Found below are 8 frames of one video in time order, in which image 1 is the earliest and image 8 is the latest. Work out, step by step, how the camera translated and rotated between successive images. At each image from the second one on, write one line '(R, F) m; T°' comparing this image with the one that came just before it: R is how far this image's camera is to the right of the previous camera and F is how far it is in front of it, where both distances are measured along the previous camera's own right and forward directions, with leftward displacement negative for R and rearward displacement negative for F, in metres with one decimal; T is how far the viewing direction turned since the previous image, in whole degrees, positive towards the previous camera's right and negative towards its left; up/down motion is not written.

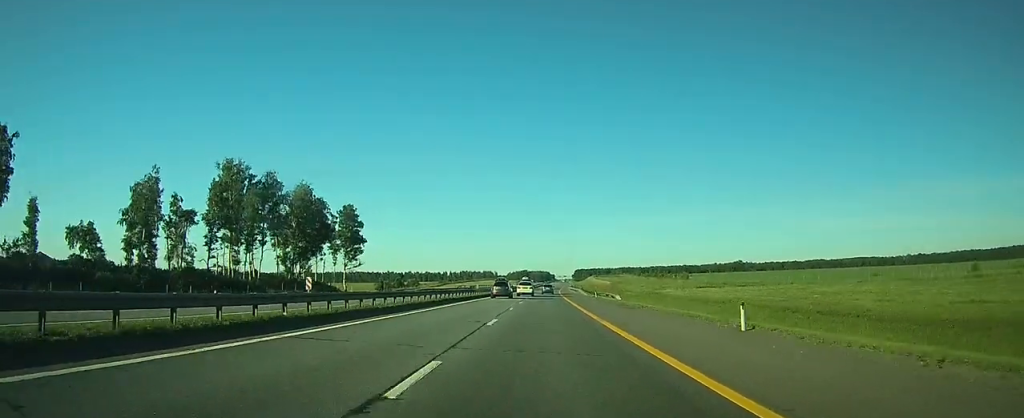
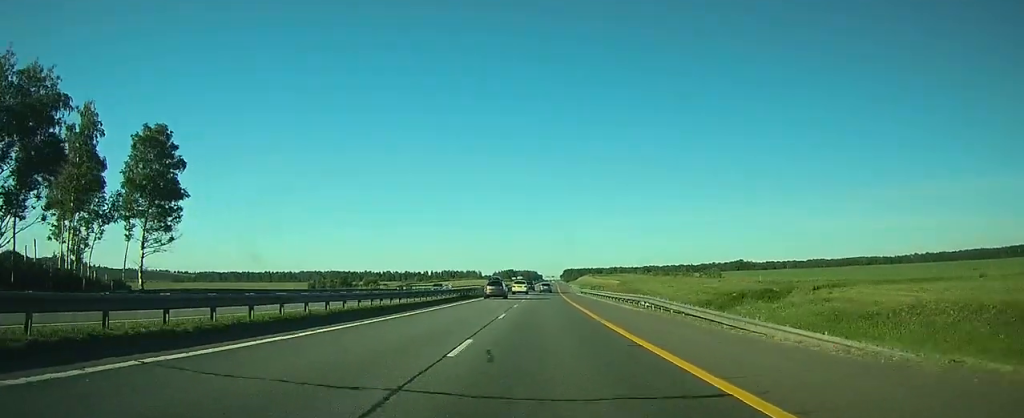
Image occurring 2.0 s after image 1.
(+0.6, +67.6) m; +1°
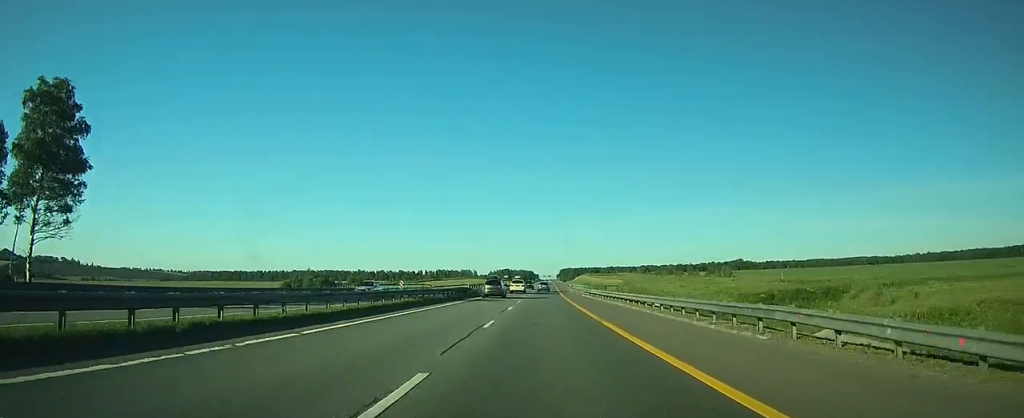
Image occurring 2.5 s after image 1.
(0.0, +17.0) m; 0°
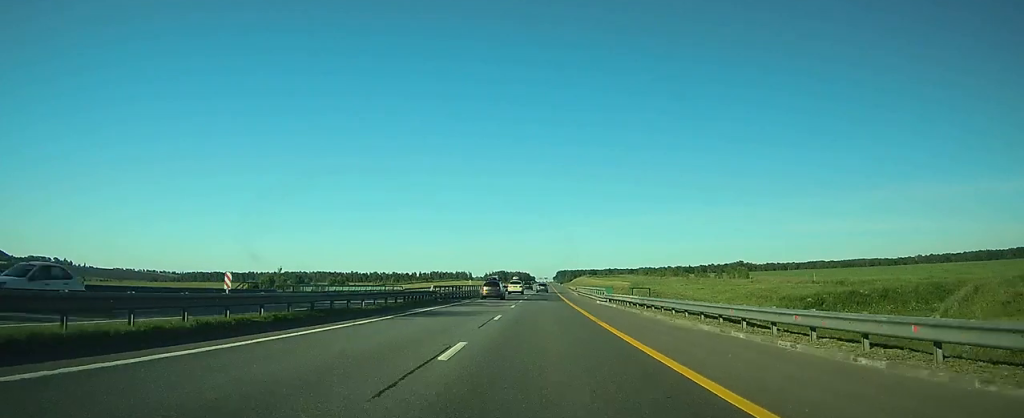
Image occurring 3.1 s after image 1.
(+0.1, +19.3) m; 0°
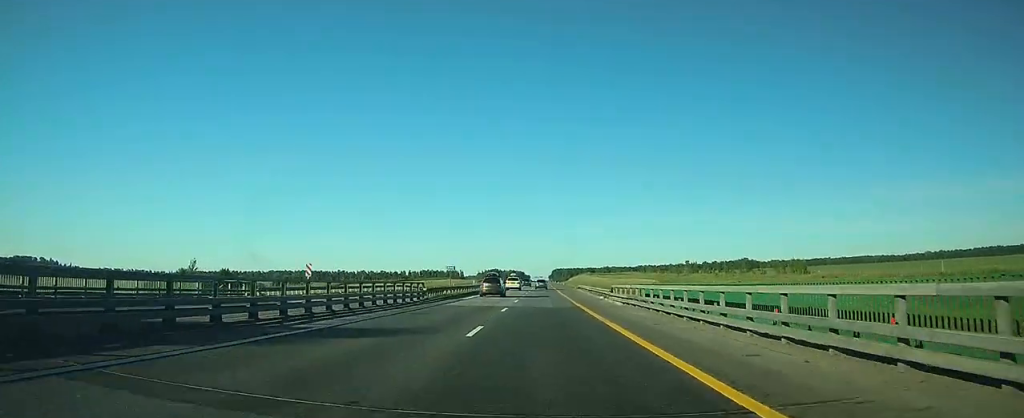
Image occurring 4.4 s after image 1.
(+0.3, +44.3) m; +1°
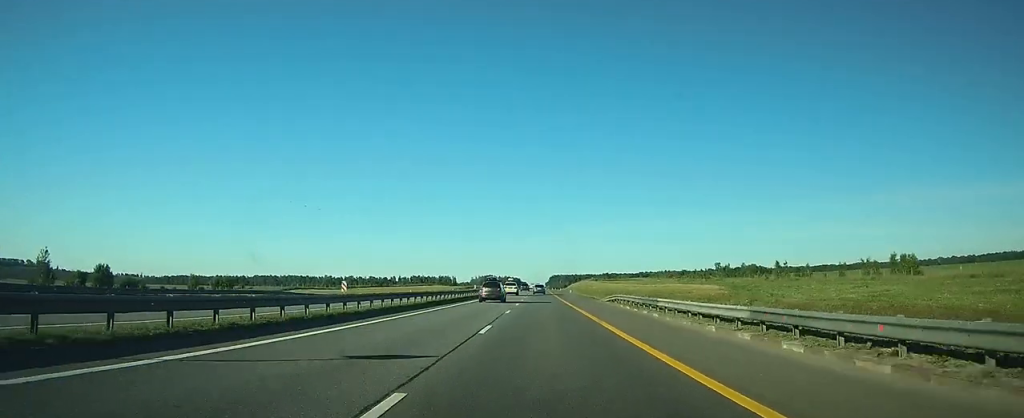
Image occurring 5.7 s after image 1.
(+0.3, +45.4) m; +1°
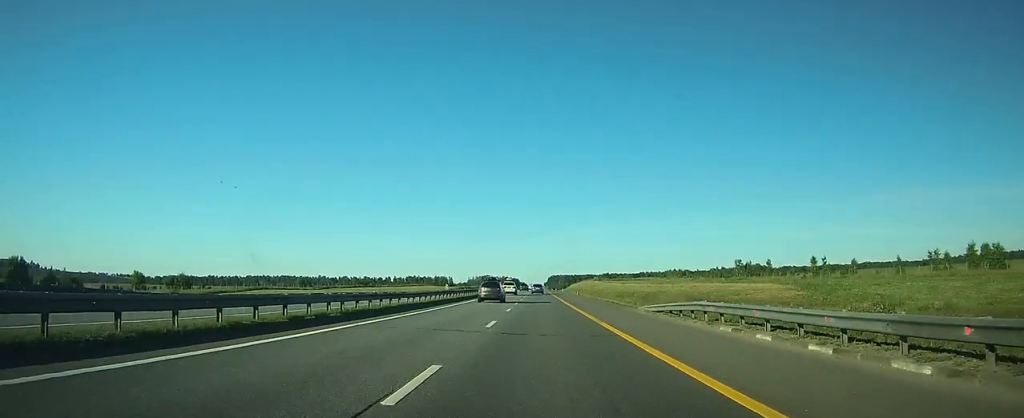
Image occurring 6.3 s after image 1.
(+0.1, +21.6) m; 0°
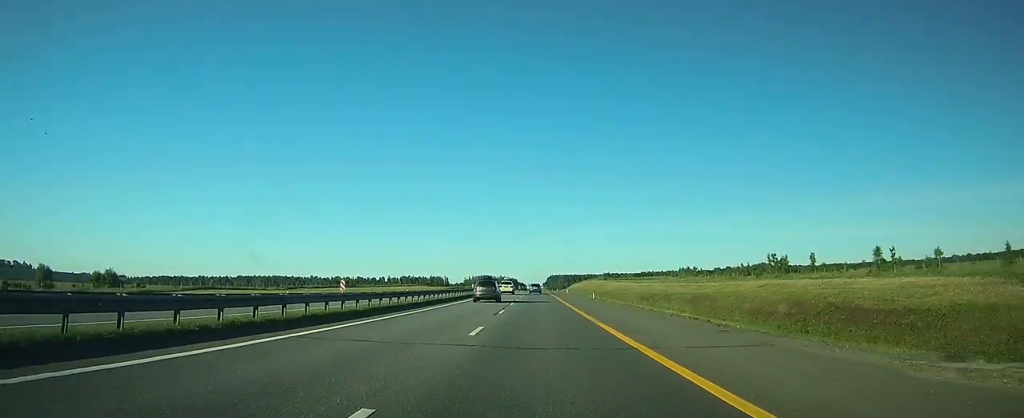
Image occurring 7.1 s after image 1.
(0.0, +27.3) m; 0°
